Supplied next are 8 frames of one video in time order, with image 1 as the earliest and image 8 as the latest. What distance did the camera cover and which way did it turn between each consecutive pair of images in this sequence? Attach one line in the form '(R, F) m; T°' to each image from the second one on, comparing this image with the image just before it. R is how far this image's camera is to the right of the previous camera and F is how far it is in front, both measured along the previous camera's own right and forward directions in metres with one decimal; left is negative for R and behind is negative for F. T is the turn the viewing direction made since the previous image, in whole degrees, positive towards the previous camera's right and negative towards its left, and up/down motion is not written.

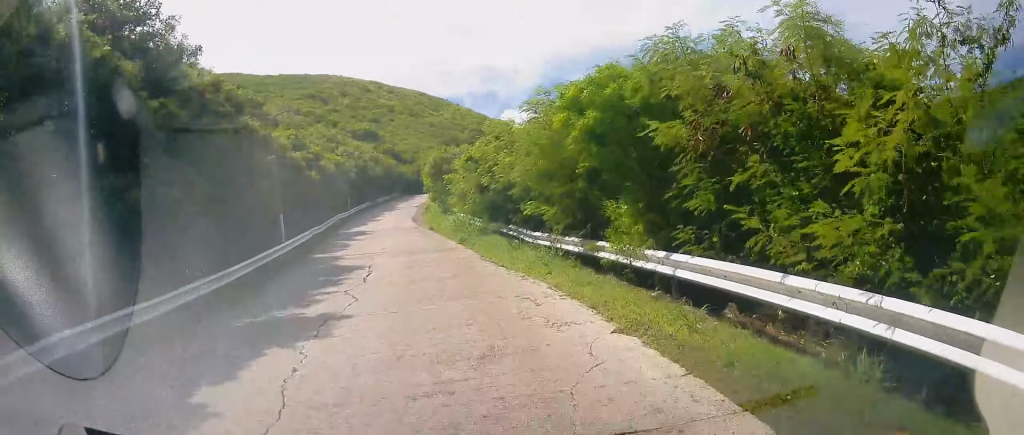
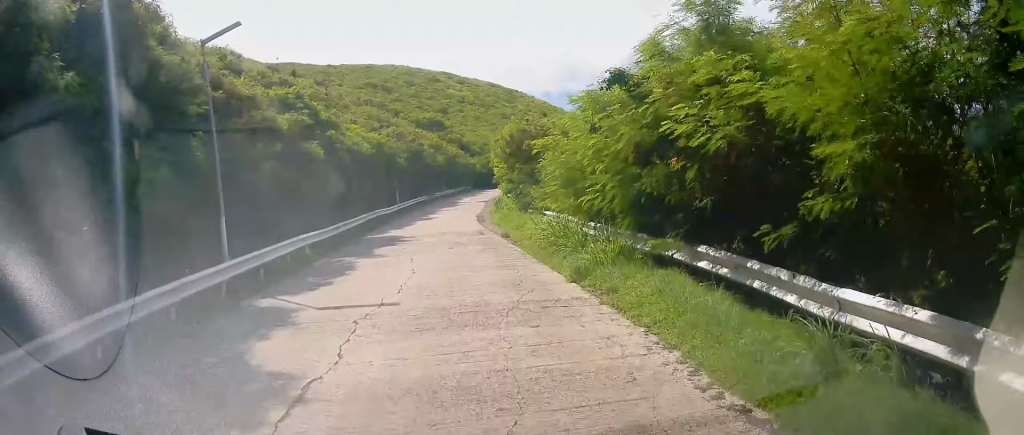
(-1.1, +10.9) m; -9°
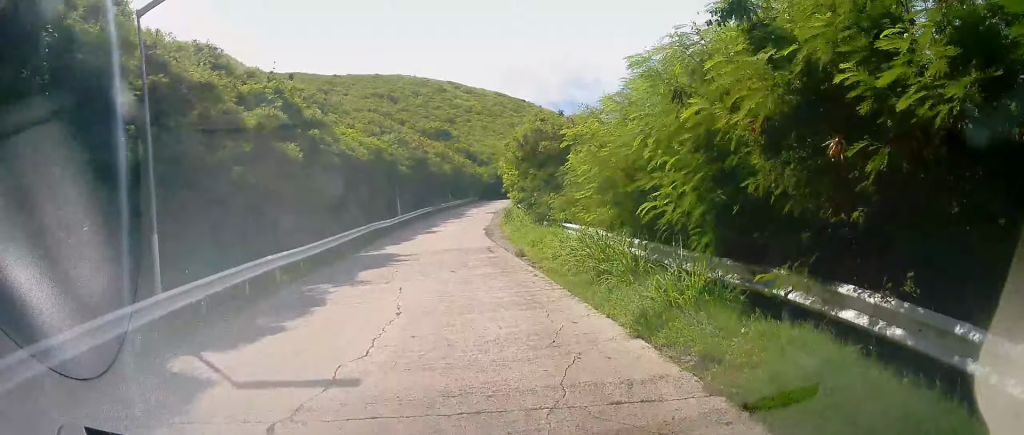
(+0.1, +3.1) m; -2°
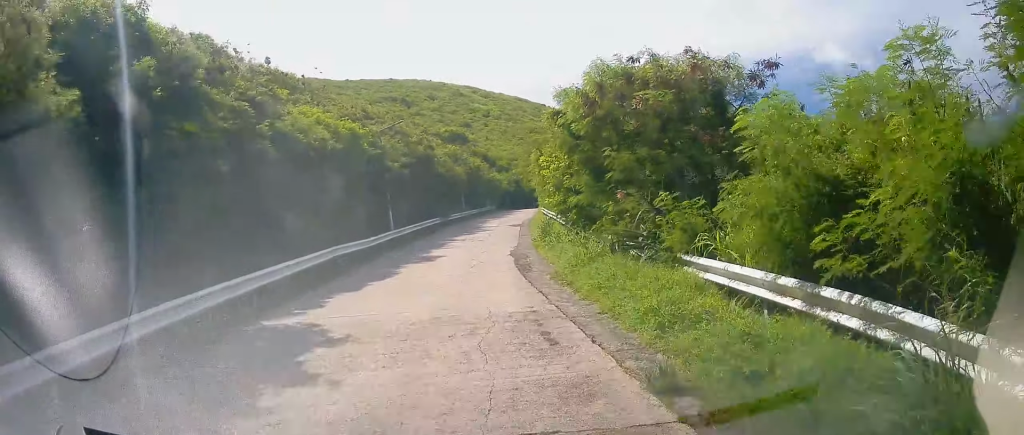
(-0.5, +10.1) m; -1°
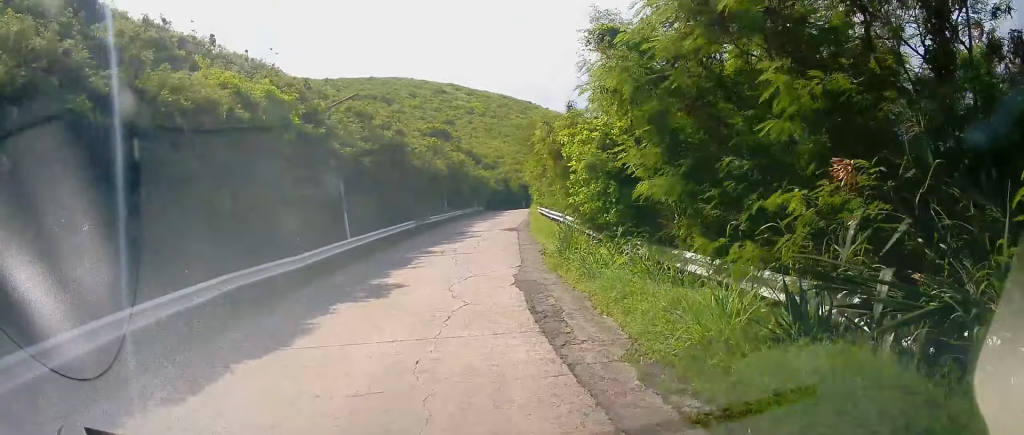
(+0.3, +7.1) m; +2°
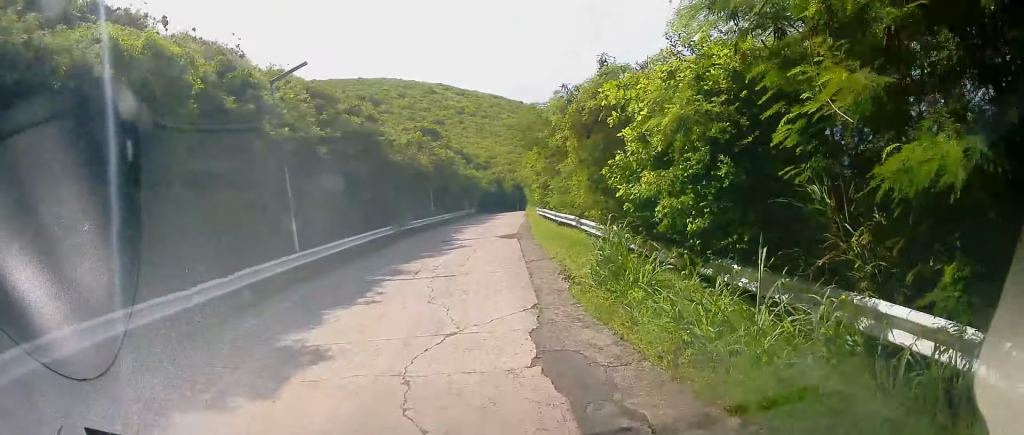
(-0.2, +5.2) m; 0°
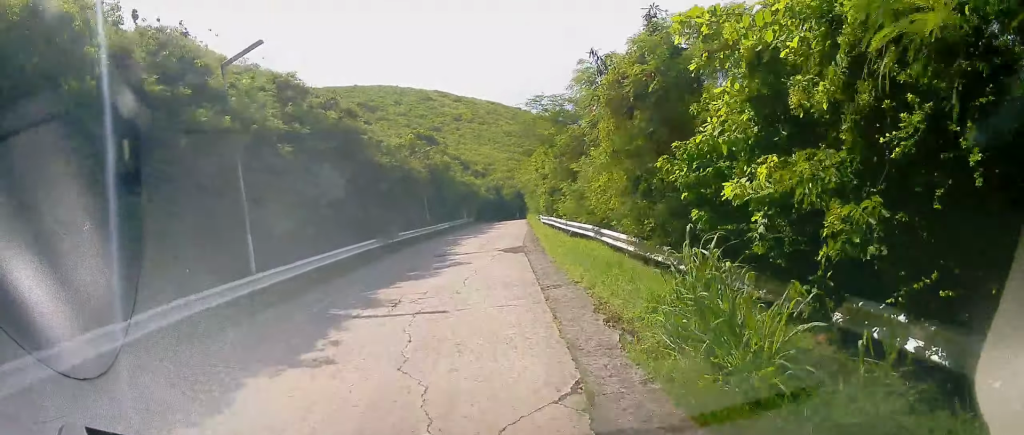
(+0.1, +3.2) m; 0°
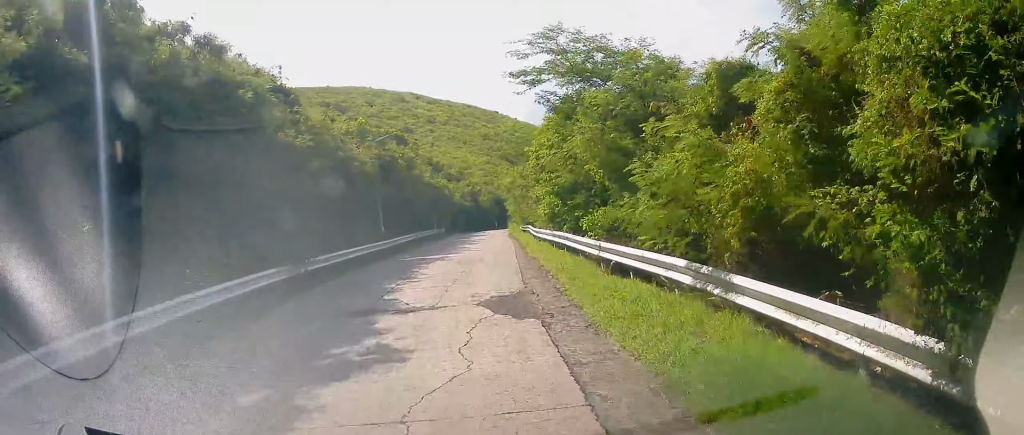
(-0.1, +9.2) m; +2°
